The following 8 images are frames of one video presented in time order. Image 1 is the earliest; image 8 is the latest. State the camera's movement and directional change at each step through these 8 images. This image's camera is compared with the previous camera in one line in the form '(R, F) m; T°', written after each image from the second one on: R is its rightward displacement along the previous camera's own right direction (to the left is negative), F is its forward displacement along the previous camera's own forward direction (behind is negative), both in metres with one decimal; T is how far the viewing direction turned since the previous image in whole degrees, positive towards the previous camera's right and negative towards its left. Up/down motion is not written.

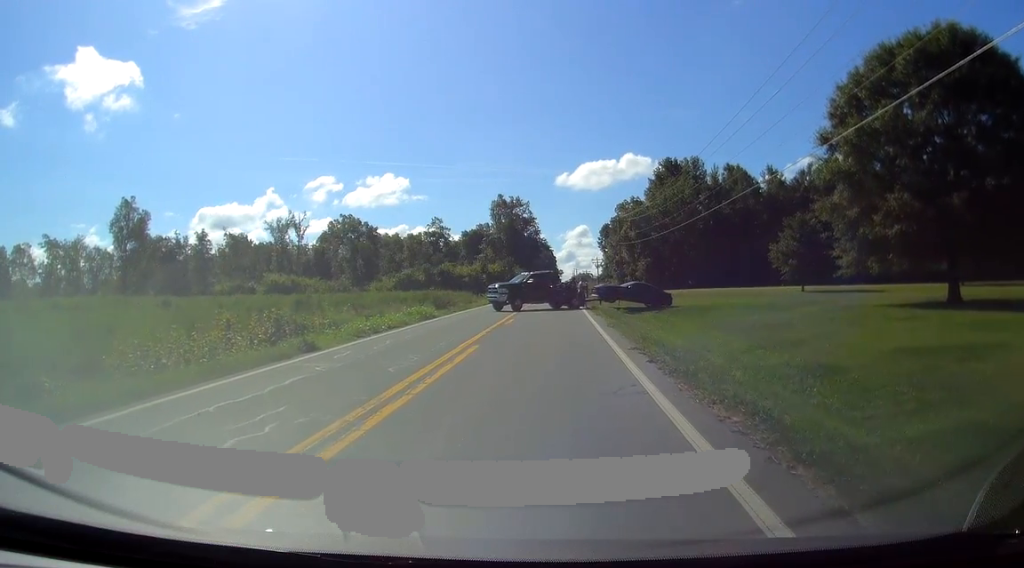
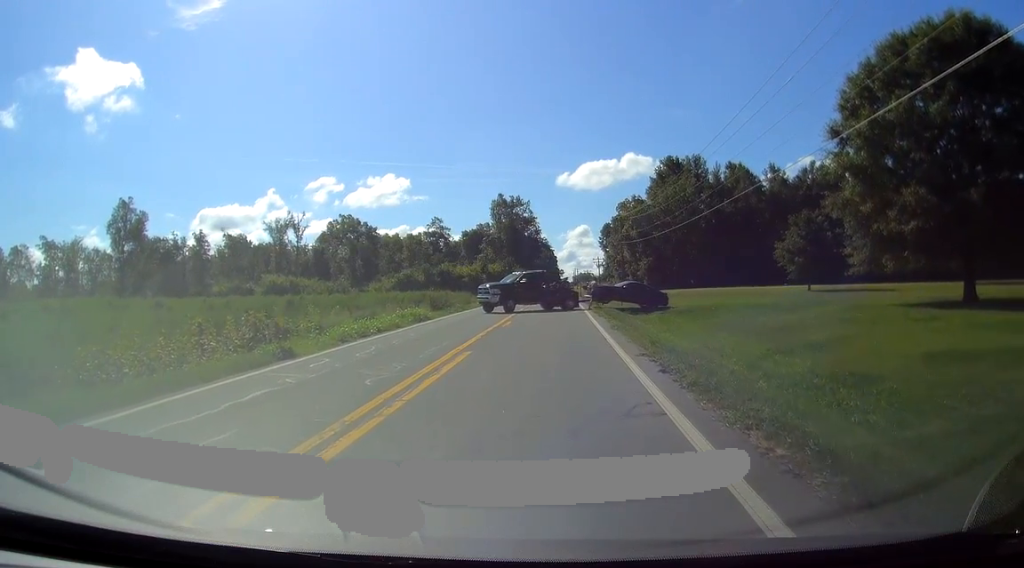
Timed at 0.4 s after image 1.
(0.0, +2.2) m; -1°
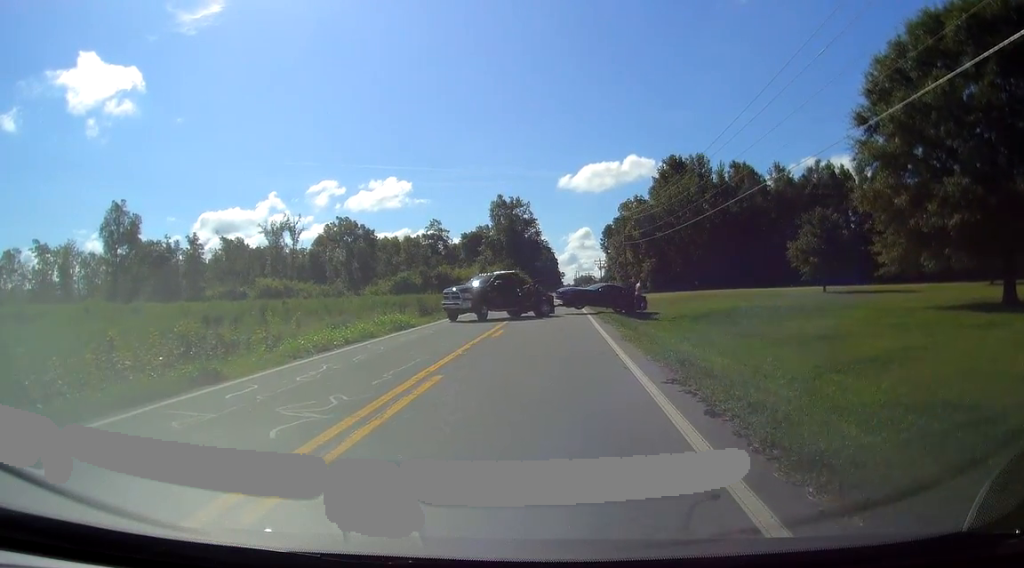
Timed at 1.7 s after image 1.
(-0.2, +4.0) m; -1°
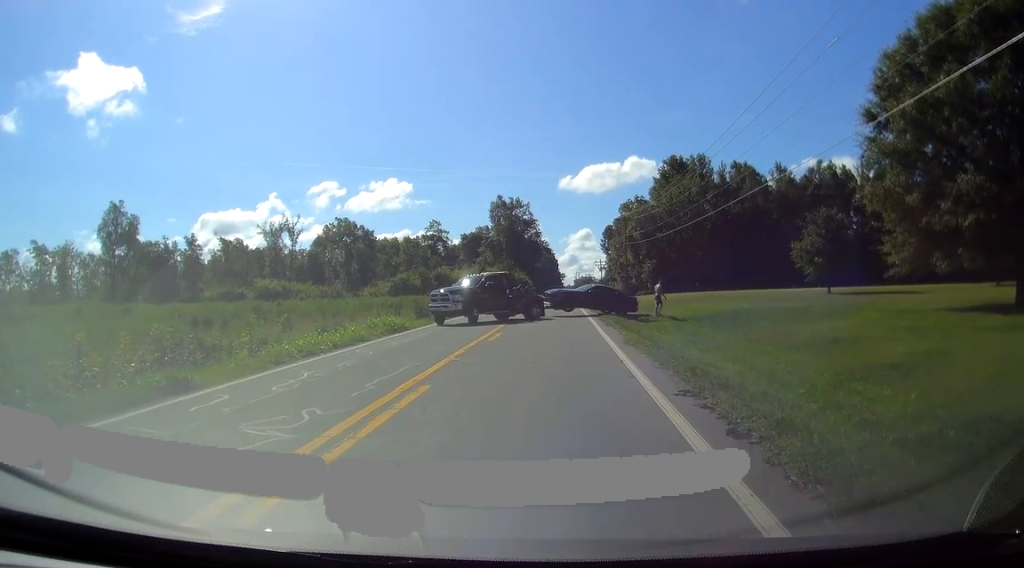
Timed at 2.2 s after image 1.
(+0.1, +0.8) m; 0°
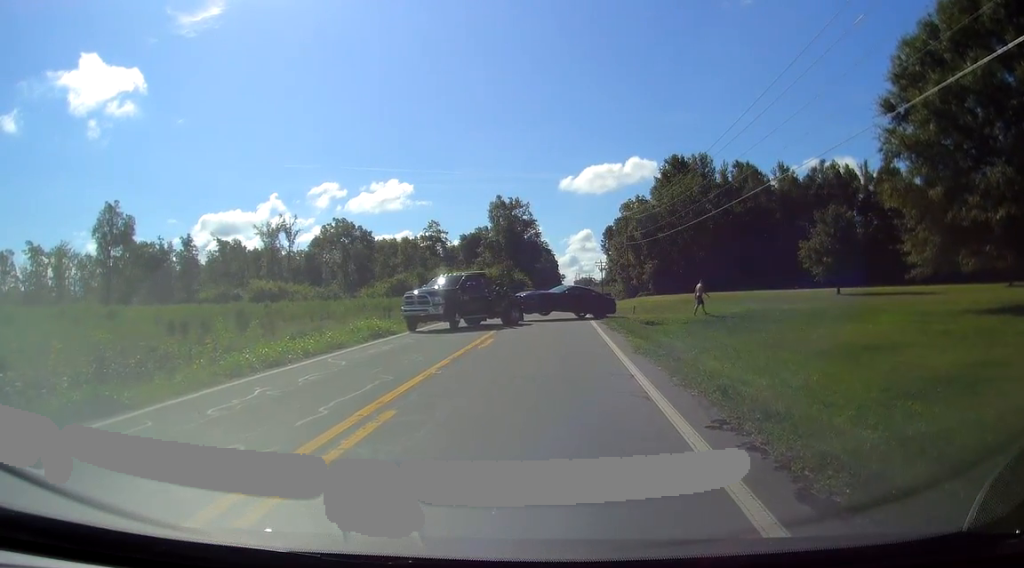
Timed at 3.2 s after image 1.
(+0.4, +1.1) m; 0°
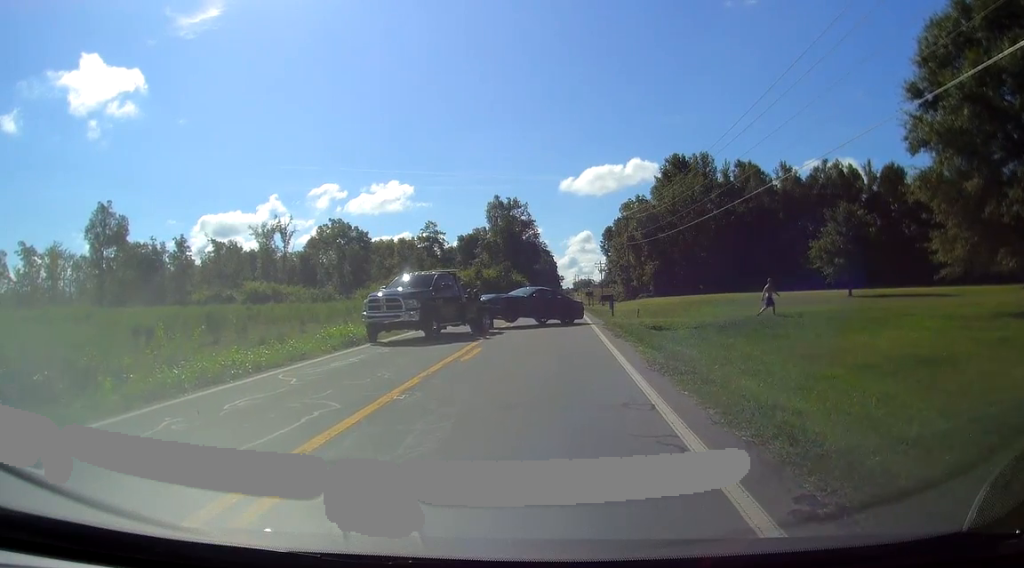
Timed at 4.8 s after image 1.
(+0.1, +0.9) m; 0°
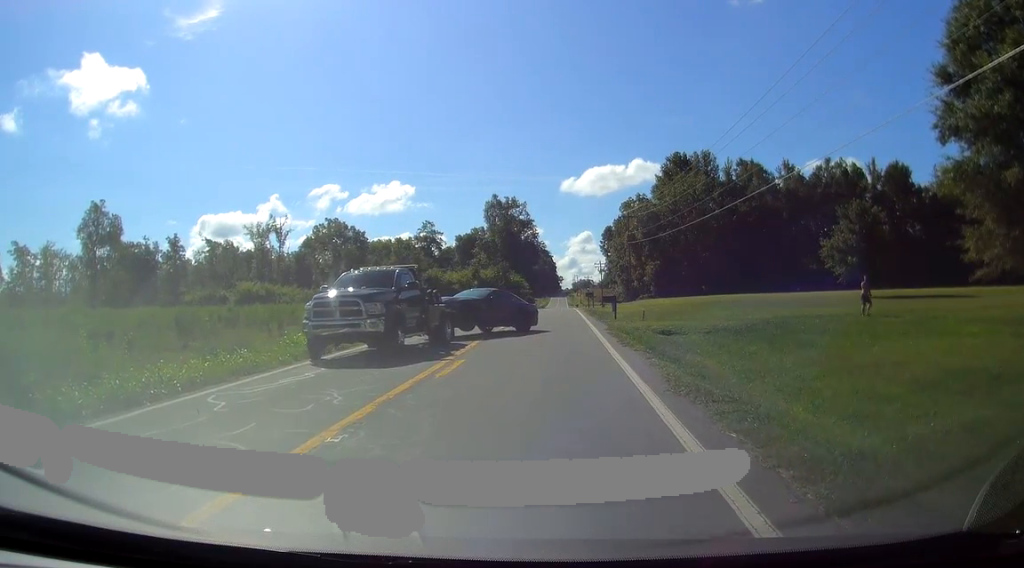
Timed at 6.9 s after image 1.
(0.0, +1.5) m; 0°
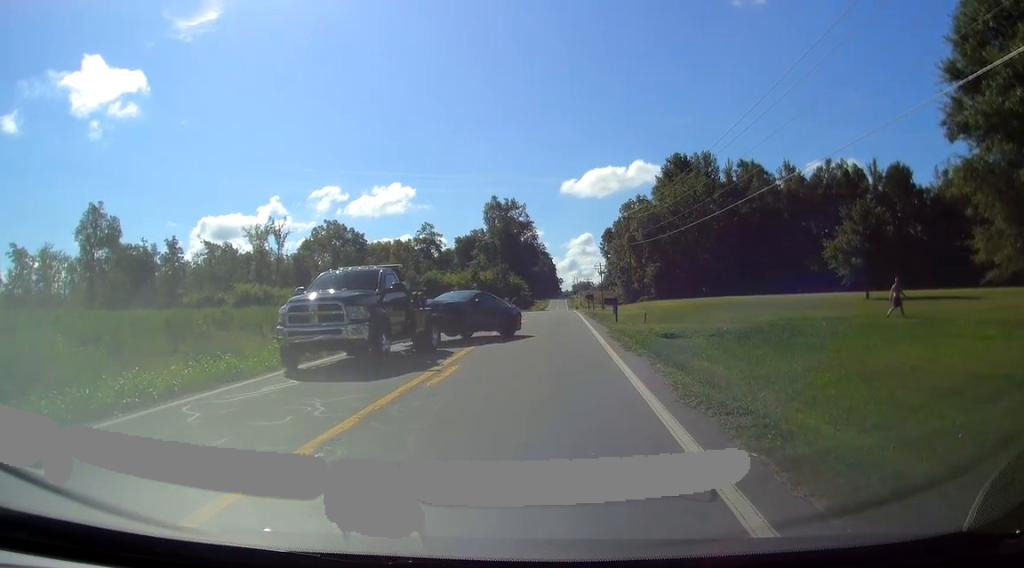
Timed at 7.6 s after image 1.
(0.0, +0.5) m; 0°
